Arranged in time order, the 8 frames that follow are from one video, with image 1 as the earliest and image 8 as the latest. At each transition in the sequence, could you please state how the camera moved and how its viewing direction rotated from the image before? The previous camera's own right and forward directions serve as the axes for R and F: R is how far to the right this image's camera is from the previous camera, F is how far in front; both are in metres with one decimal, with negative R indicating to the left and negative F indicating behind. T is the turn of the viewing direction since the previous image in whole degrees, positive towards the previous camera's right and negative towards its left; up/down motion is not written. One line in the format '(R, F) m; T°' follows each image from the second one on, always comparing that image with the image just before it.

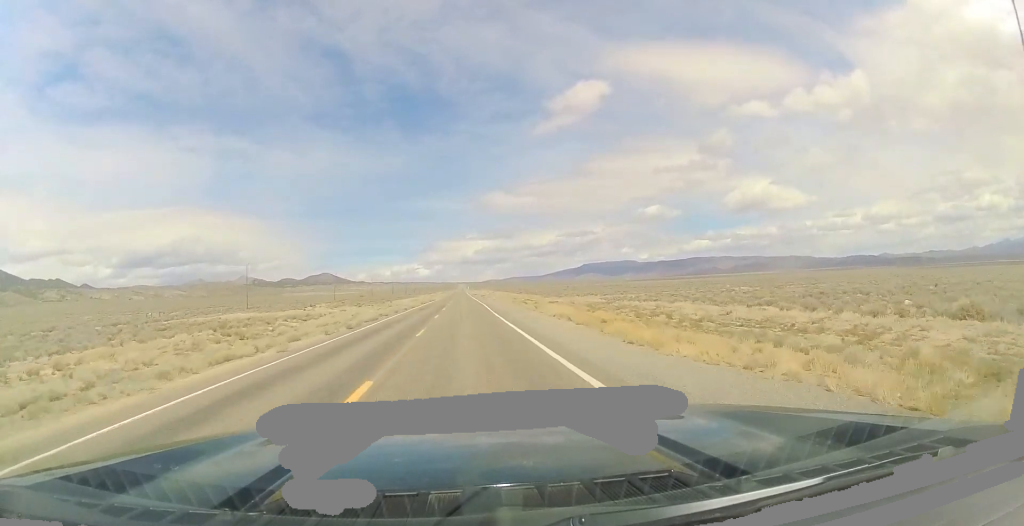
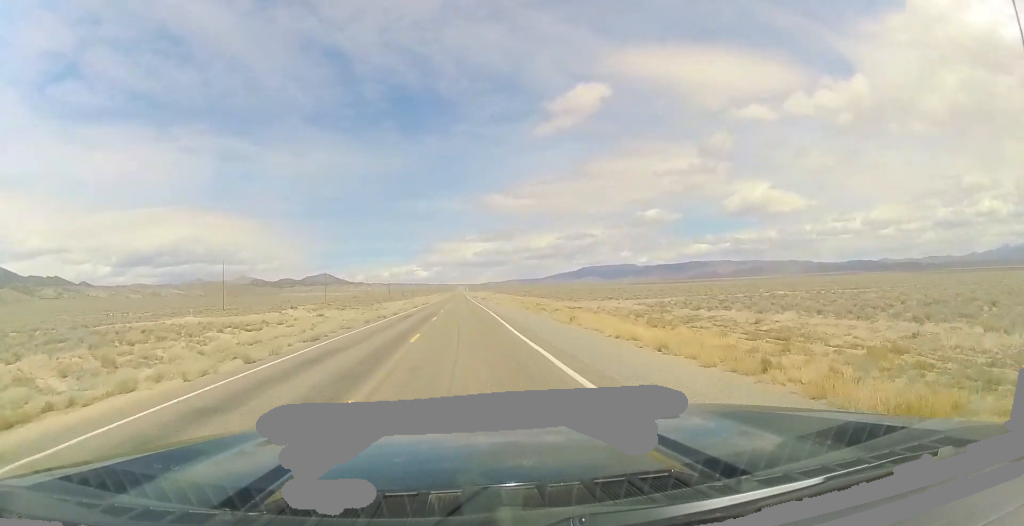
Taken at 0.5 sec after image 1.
(0.0, +15.4) m; +1°
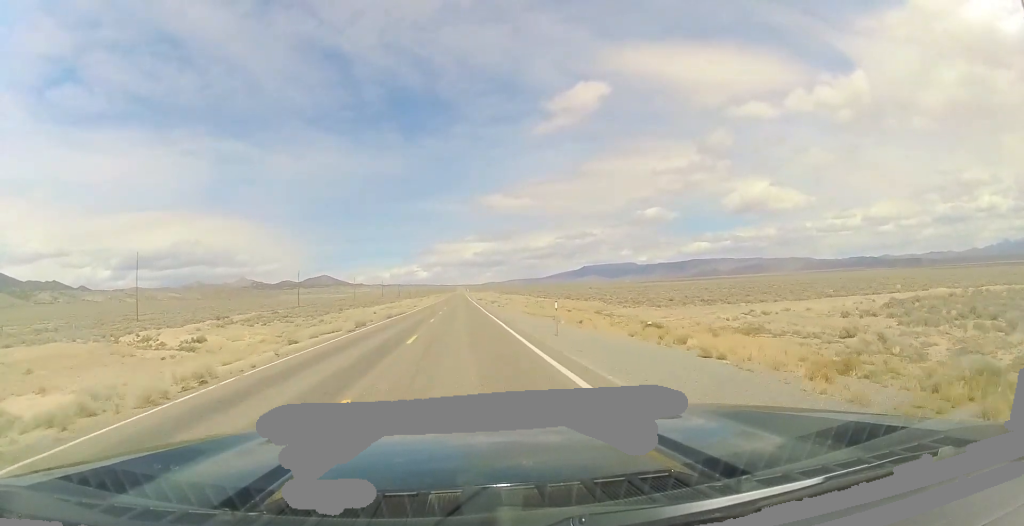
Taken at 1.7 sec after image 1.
(+0.3, +40.7) m; 0°
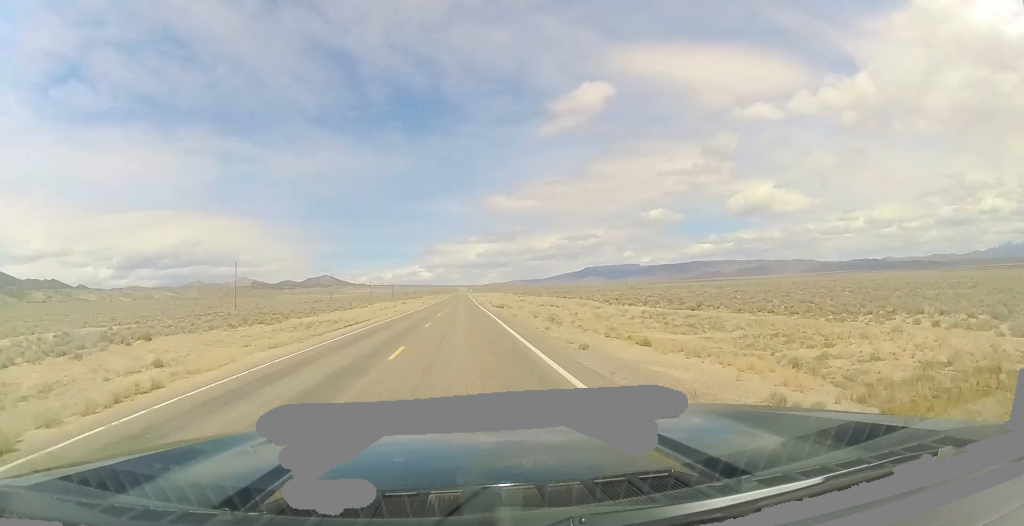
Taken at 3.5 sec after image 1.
(-1.2, +59.3) m; -1°
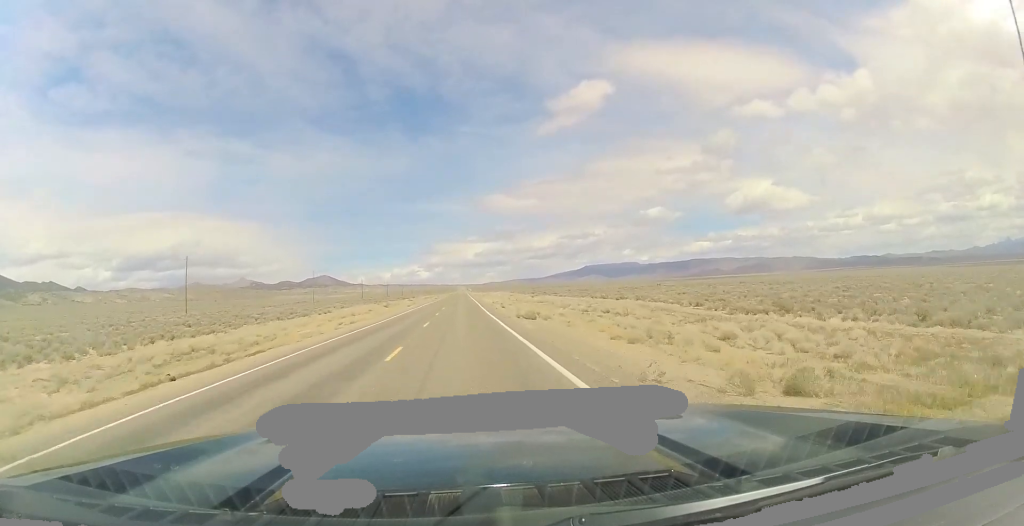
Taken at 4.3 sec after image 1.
(+0.5, +27.4) m; 0°
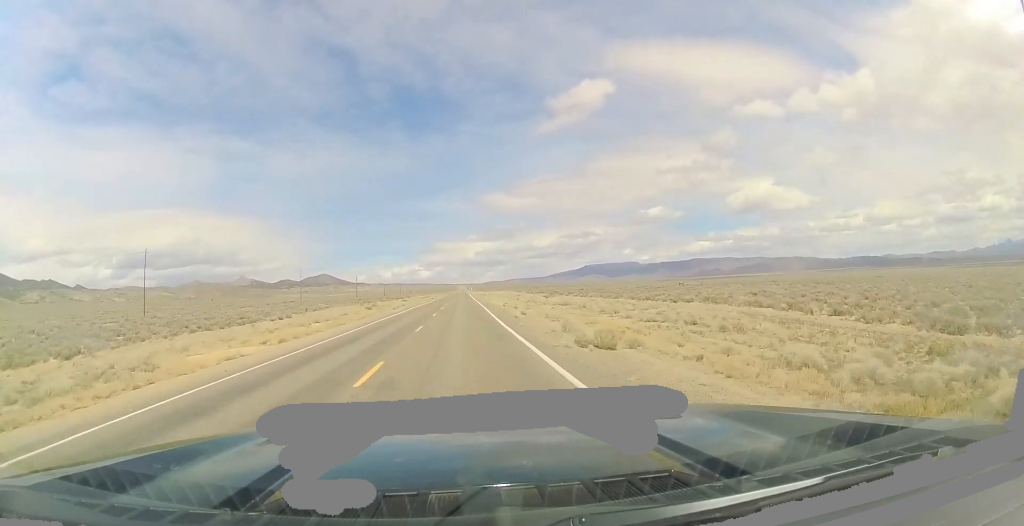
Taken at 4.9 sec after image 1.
(-0.1, +17.6) m; 0°
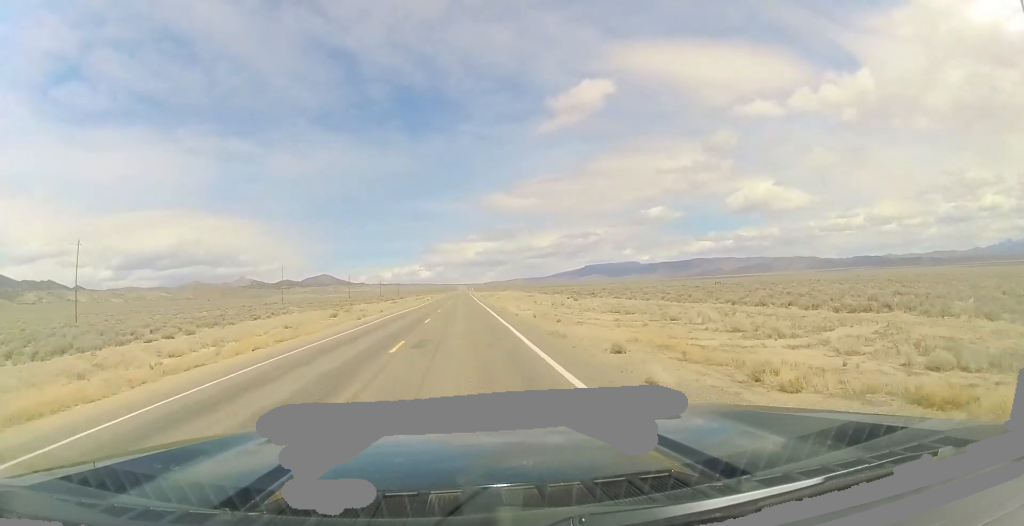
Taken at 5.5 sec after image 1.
(-0.2, +22.1) m; 0°
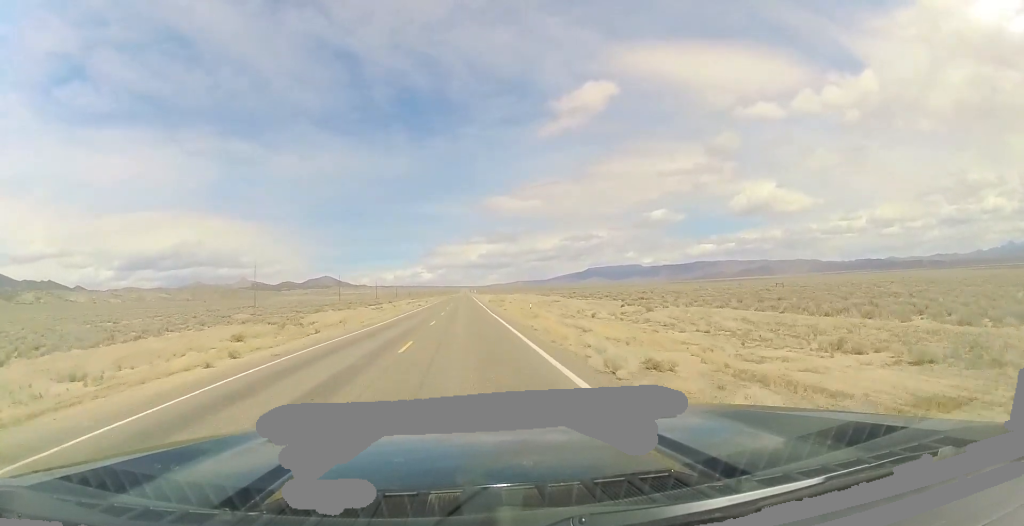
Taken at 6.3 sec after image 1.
(+0.3, +26.6) m; -1°
